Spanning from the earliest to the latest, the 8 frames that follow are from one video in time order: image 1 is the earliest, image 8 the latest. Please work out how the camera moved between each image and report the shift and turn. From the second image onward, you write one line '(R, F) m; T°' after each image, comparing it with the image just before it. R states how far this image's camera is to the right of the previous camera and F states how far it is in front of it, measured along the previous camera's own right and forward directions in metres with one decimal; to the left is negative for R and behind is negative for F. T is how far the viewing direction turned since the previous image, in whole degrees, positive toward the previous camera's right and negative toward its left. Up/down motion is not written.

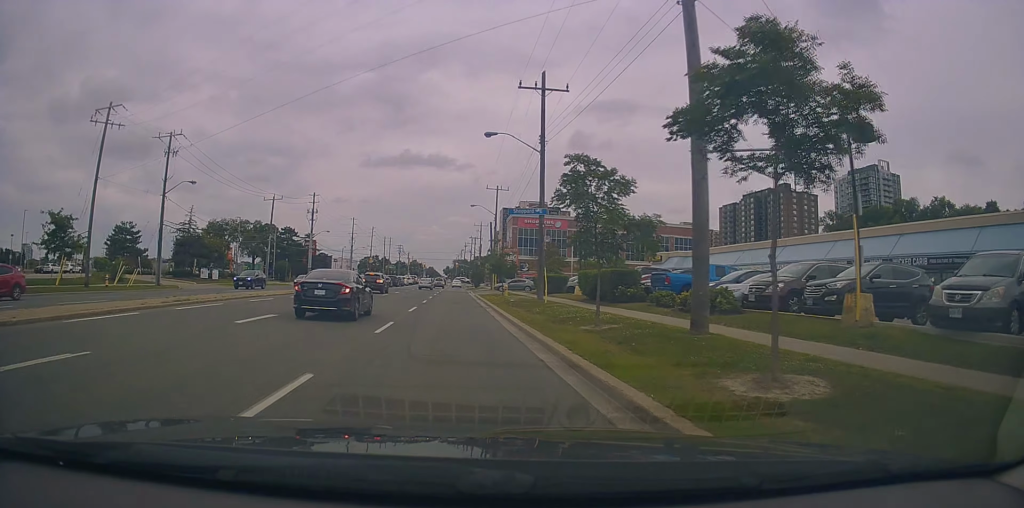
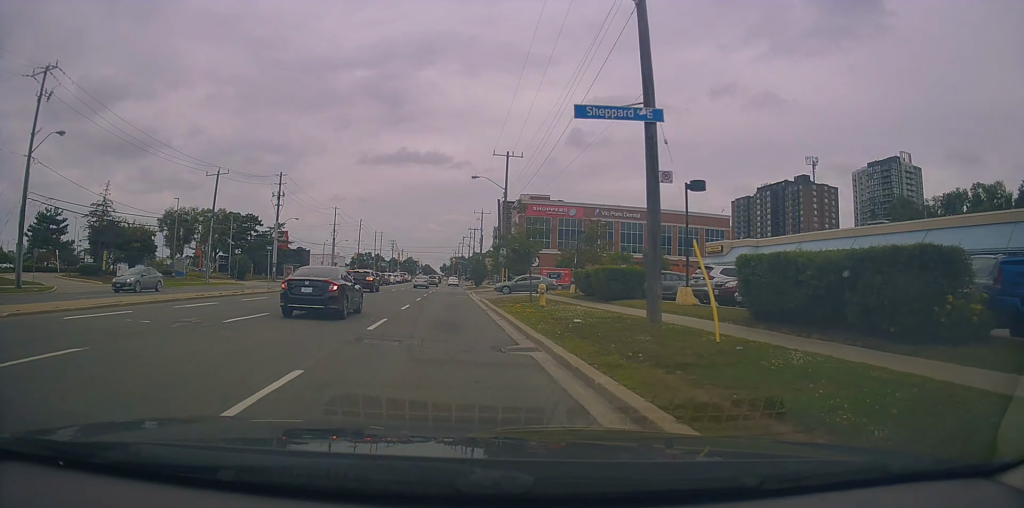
(-0.6, +18.0) m; -4°
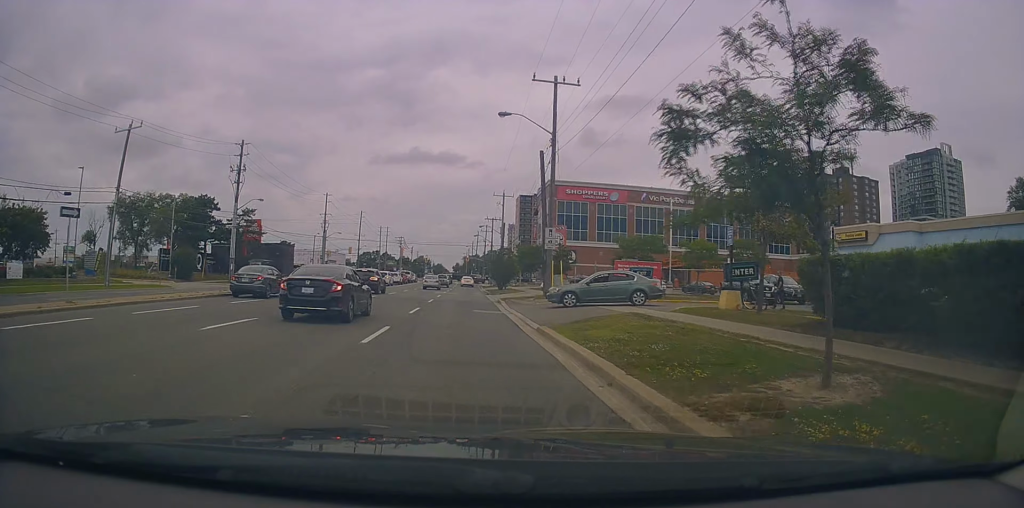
(+0.4, +21.0) m; +4°
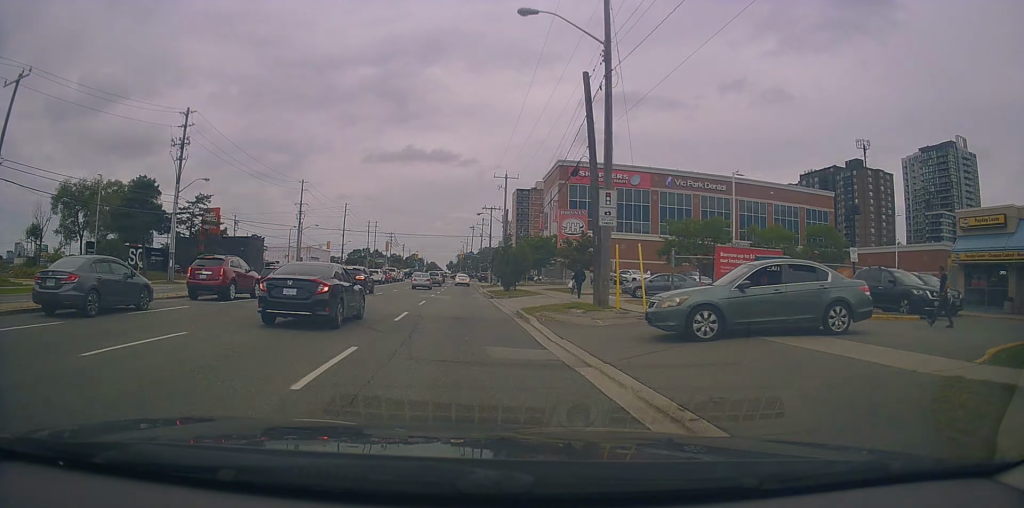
(+0.2, +13.7) m; -1°
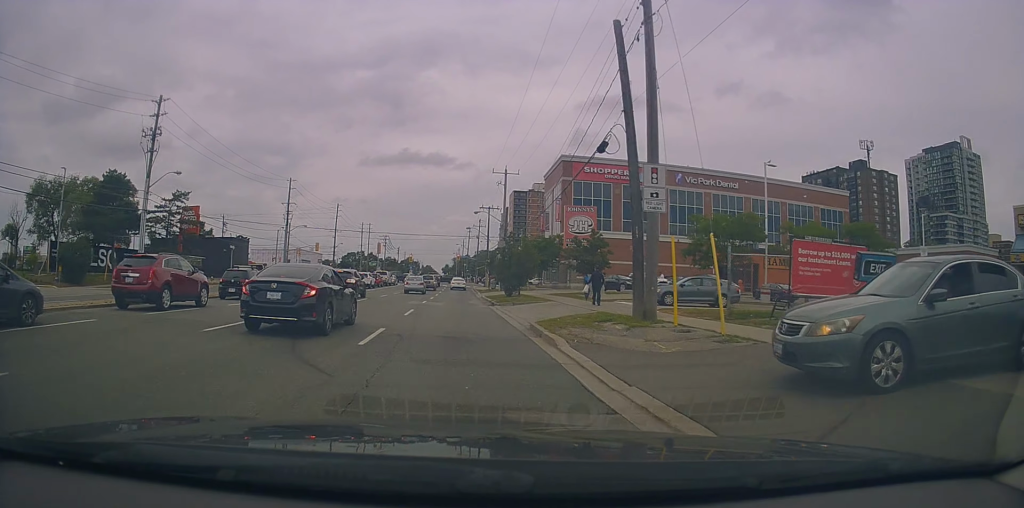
(-0.1, +5.0) m; -1°
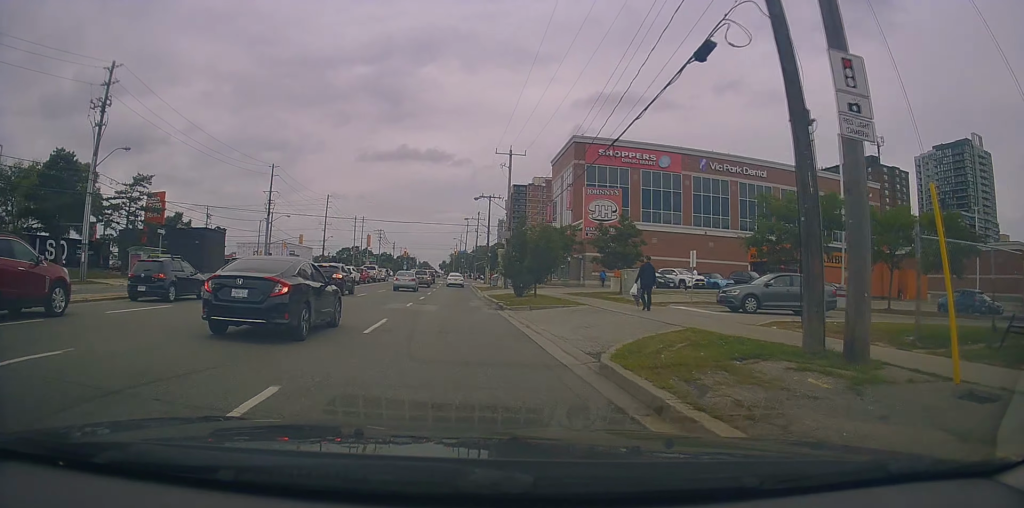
(-0.2, +8.1) m; -1°
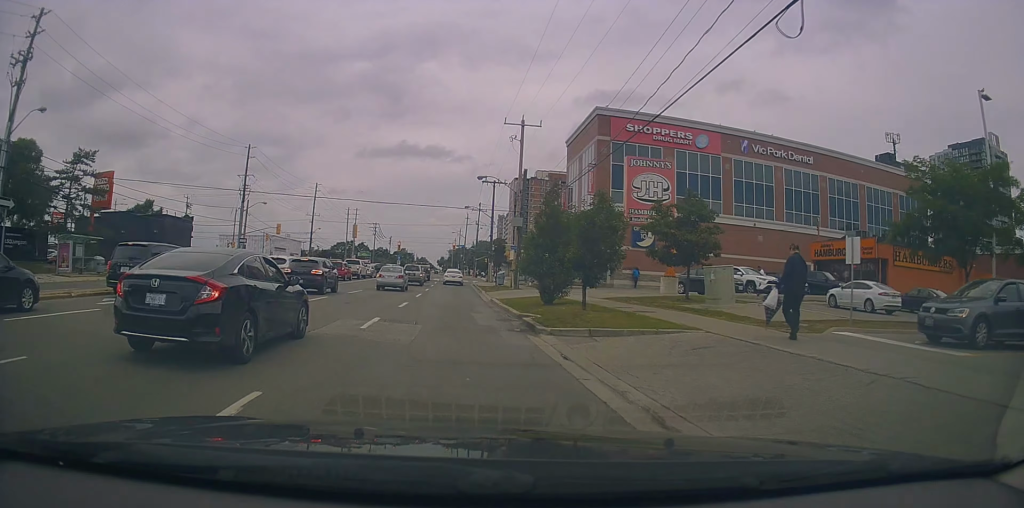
(0.0, +10.2) m; +1°
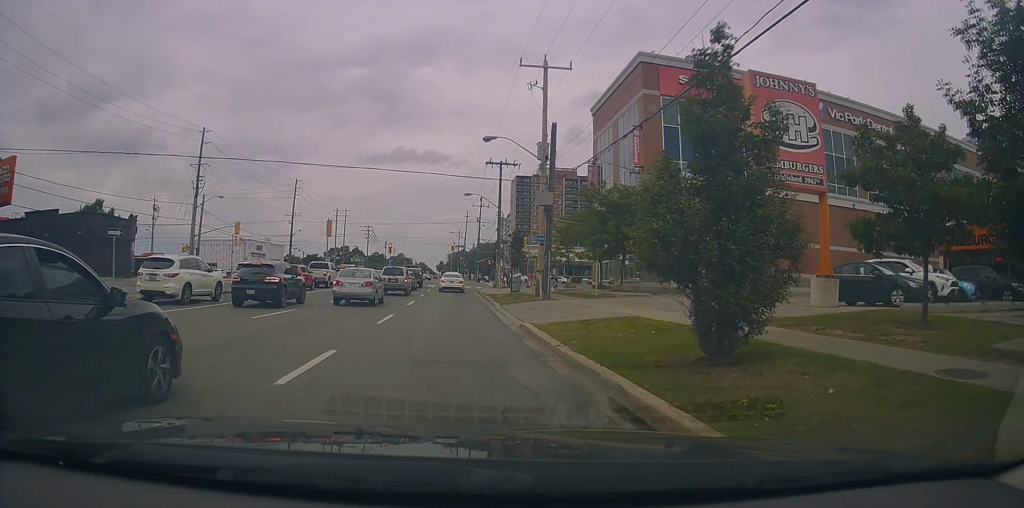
(+0.2, +13.7) m; +2°
